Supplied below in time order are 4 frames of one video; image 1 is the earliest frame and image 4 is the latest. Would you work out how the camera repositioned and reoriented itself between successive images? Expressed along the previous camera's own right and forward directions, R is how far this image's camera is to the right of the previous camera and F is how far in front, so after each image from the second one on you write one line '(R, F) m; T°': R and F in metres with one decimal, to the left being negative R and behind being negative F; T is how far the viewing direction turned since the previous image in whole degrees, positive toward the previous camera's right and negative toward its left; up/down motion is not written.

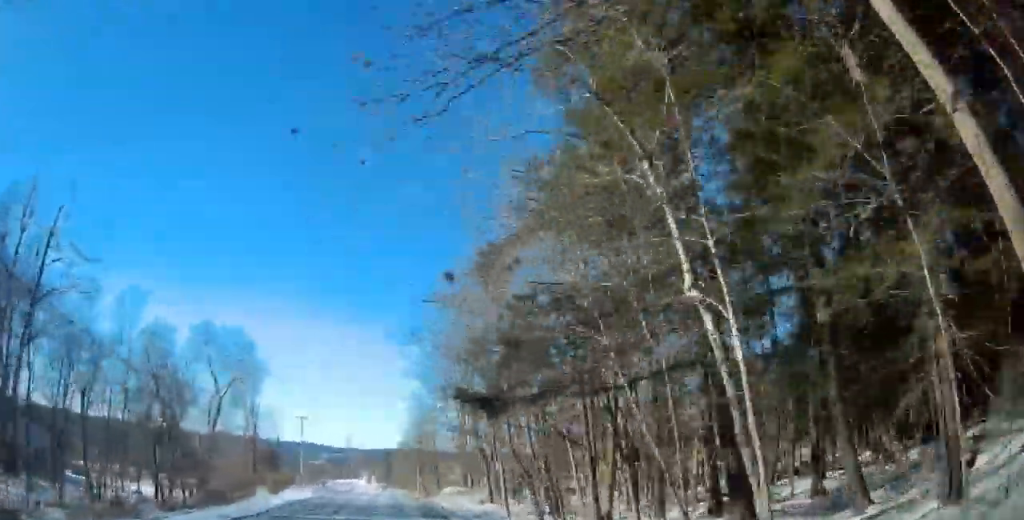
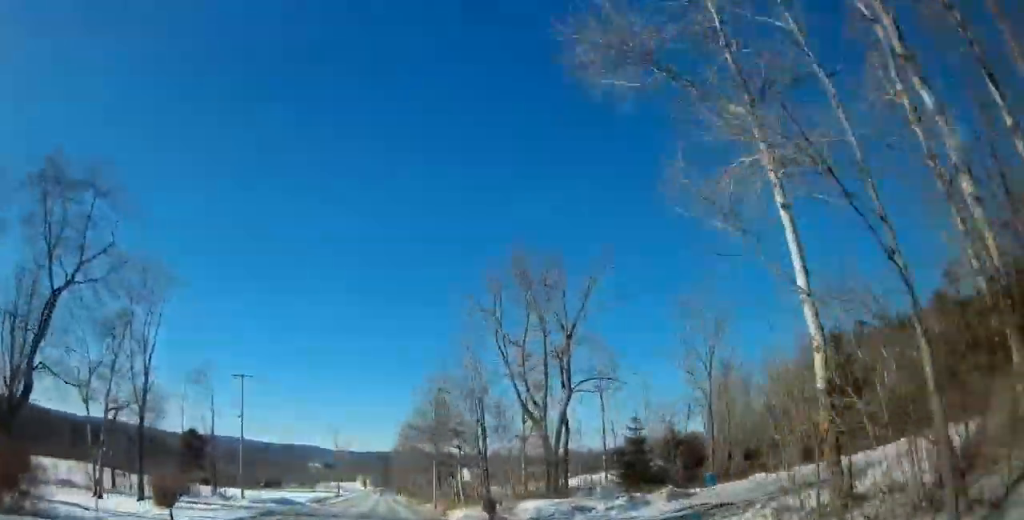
(+2.1, +35.9) m; +6°
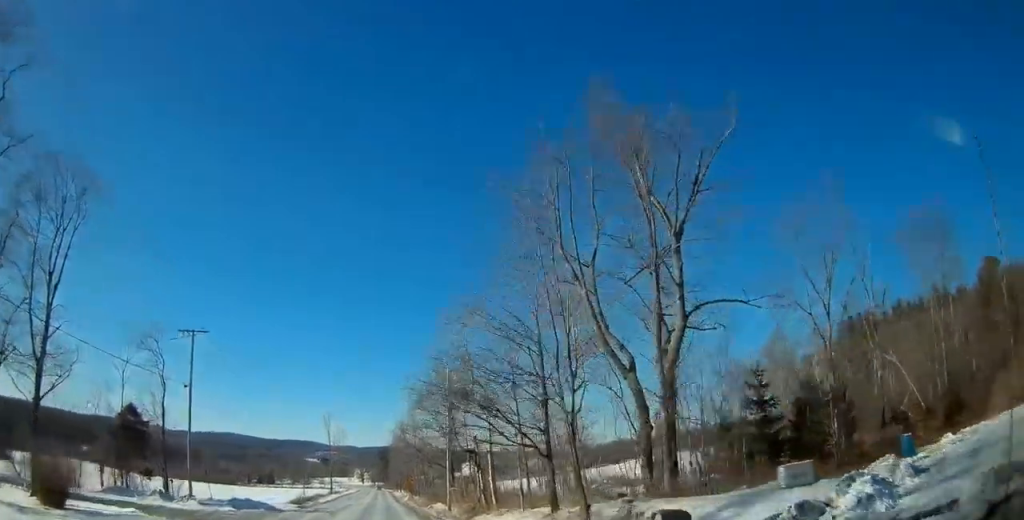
(+0.1, +14.5) m; 0°
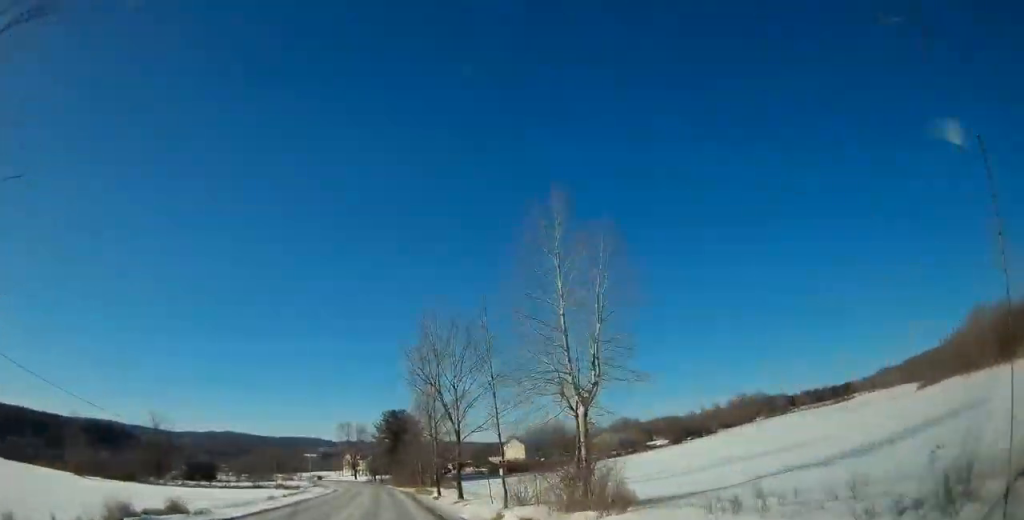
(-0.6, +109.3) m; -1°
